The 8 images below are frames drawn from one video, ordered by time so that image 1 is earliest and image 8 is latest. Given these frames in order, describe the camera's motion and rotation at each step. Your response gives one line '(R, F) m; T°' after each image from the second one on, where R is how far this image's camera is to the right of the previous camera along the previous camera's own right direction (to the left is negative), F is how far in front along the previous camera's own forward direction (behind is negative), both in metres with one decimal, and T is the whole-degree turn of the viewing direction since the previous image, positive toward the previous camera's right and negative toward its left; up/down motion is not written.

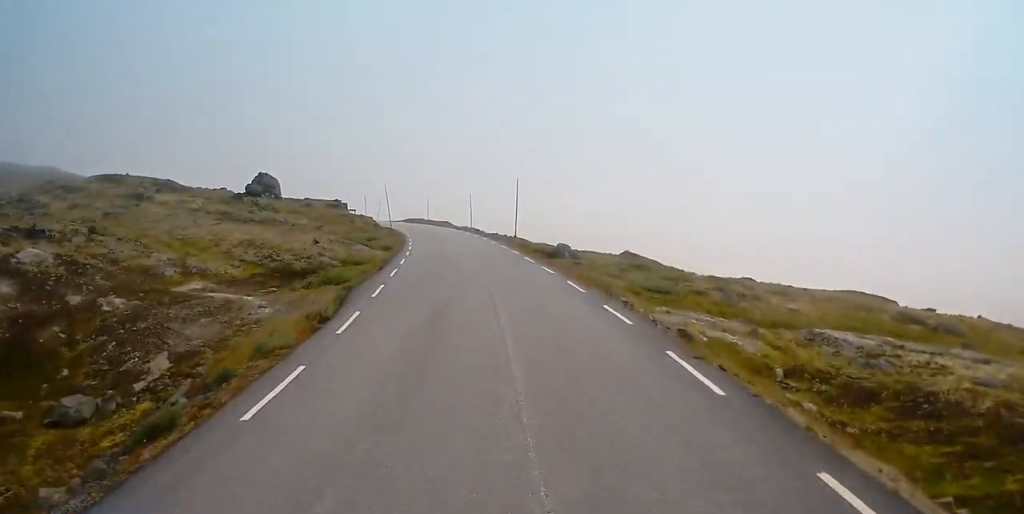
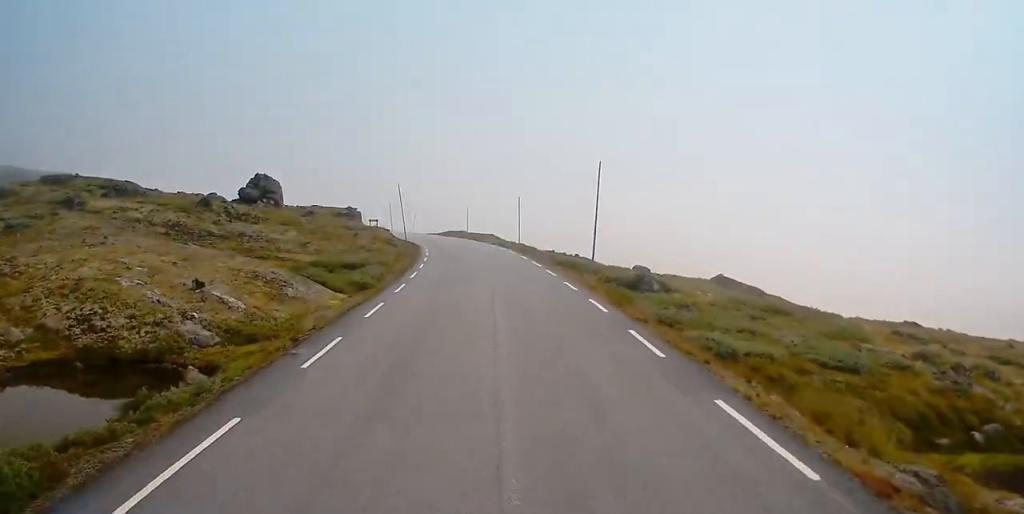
(-0.9, +21.0) m; -3°
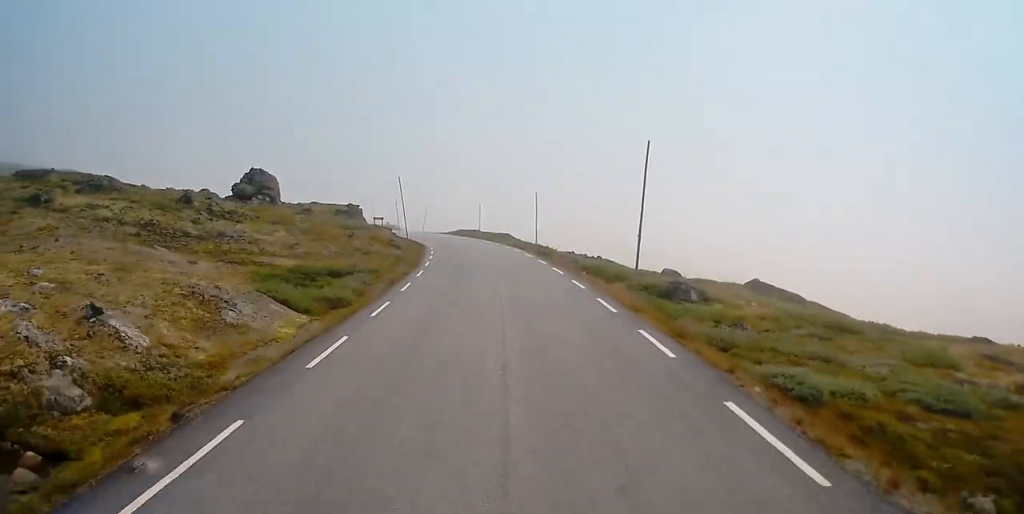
(0.0, +6.2) m; 0°
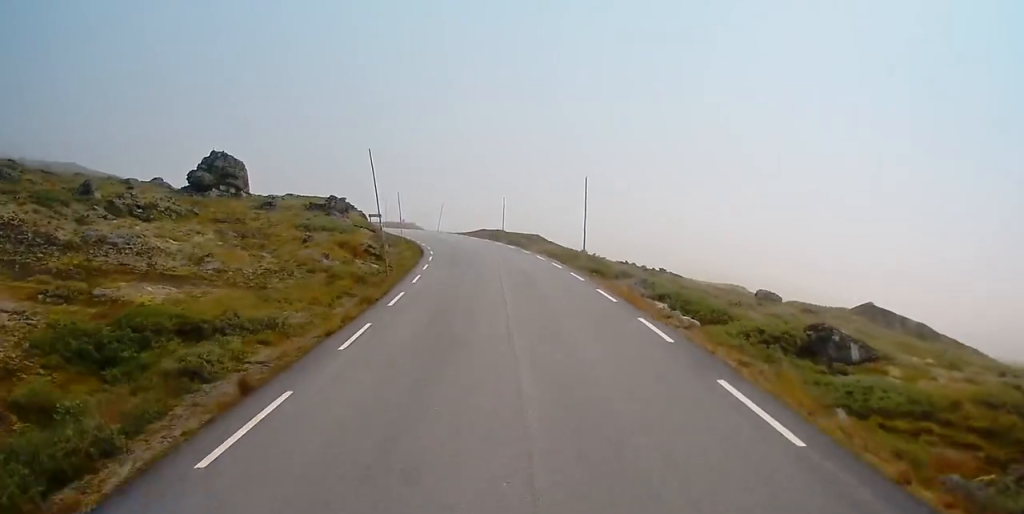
(0.0, +16.8) m; -1°
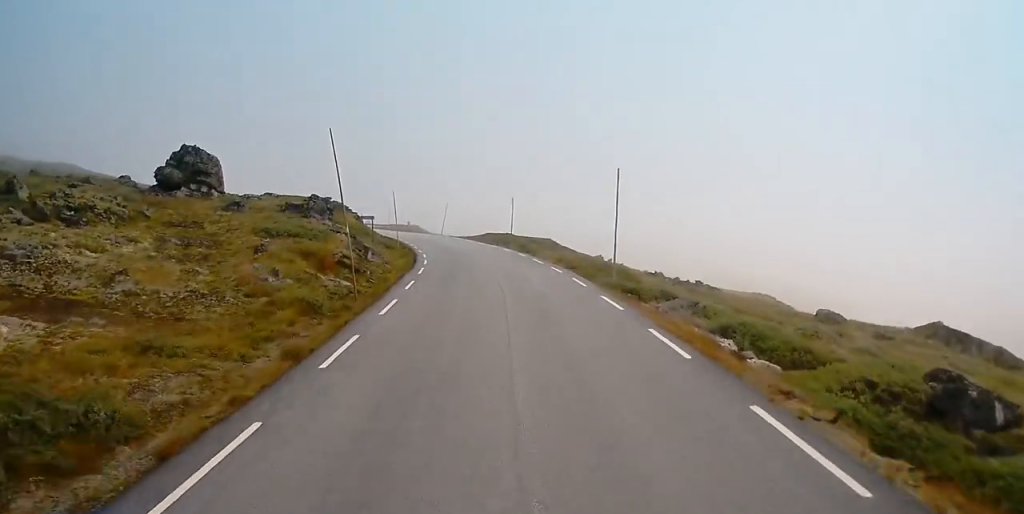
(+0.1, +7.4) m; -2°
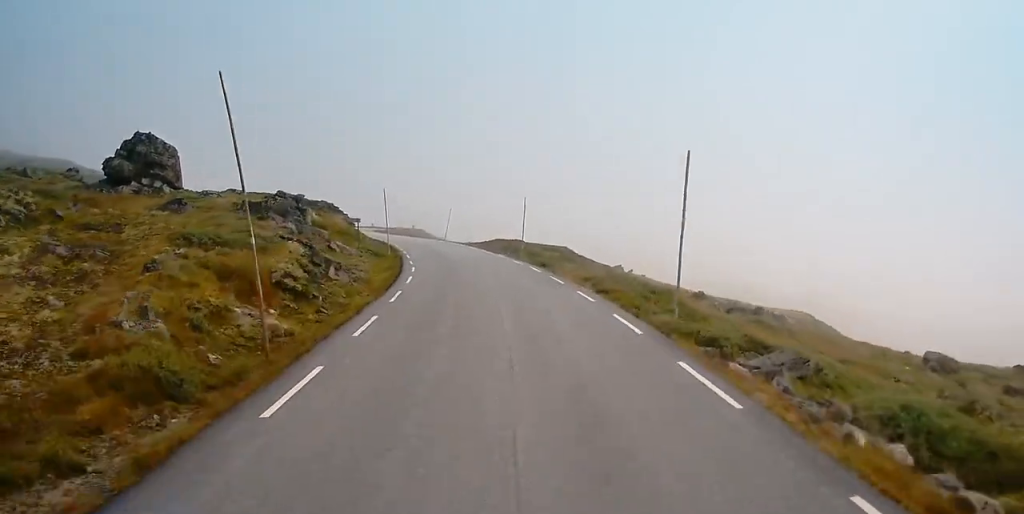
(-0.4, +8.7) m; -2°
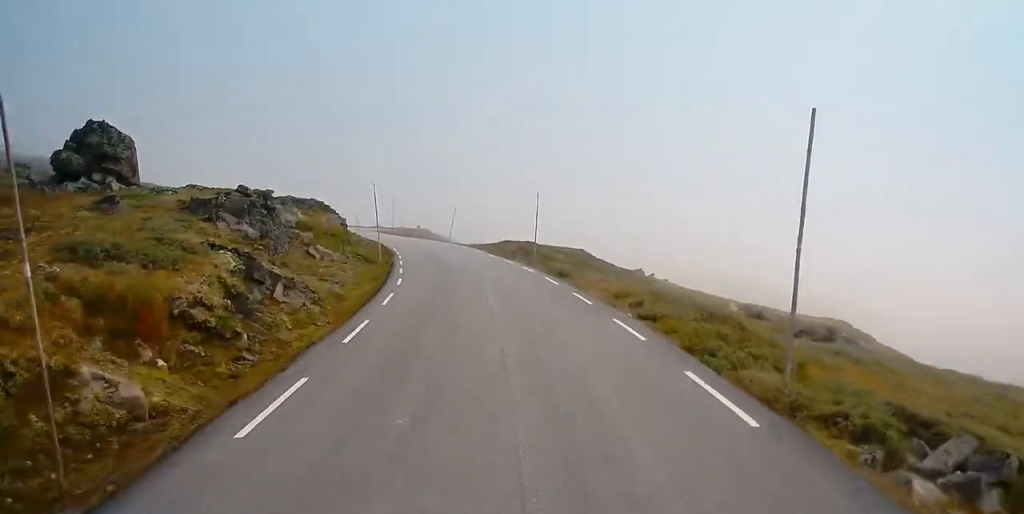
(-0.1, +6.7) m; -1°
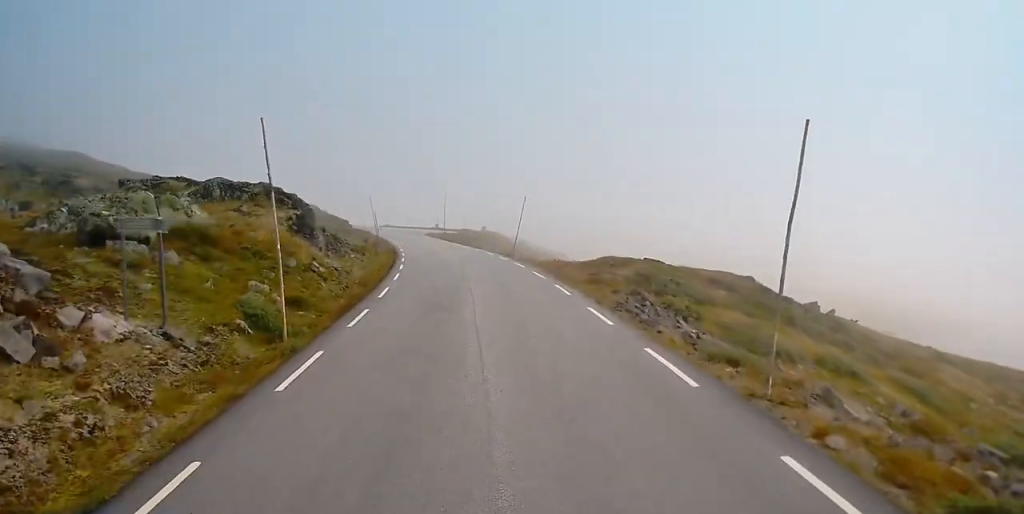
(-0.6, +27.8) m; -4°
